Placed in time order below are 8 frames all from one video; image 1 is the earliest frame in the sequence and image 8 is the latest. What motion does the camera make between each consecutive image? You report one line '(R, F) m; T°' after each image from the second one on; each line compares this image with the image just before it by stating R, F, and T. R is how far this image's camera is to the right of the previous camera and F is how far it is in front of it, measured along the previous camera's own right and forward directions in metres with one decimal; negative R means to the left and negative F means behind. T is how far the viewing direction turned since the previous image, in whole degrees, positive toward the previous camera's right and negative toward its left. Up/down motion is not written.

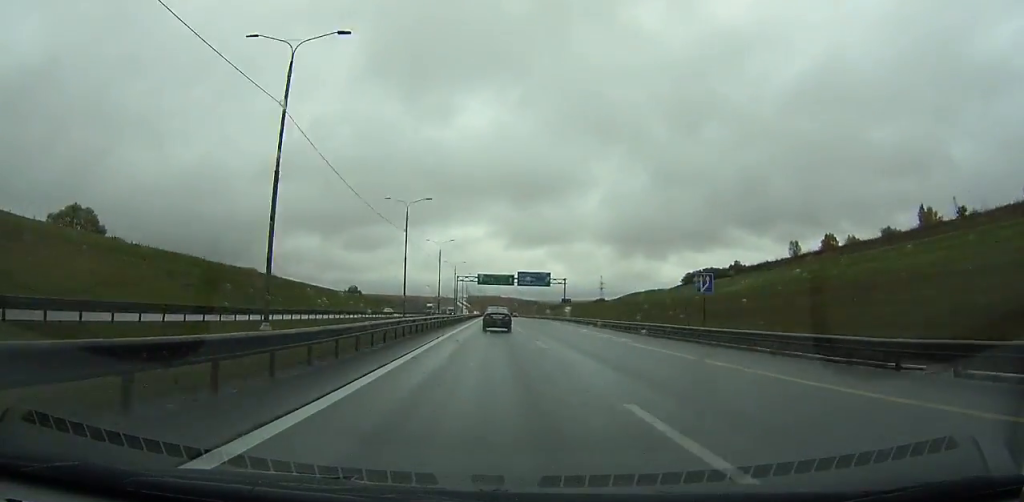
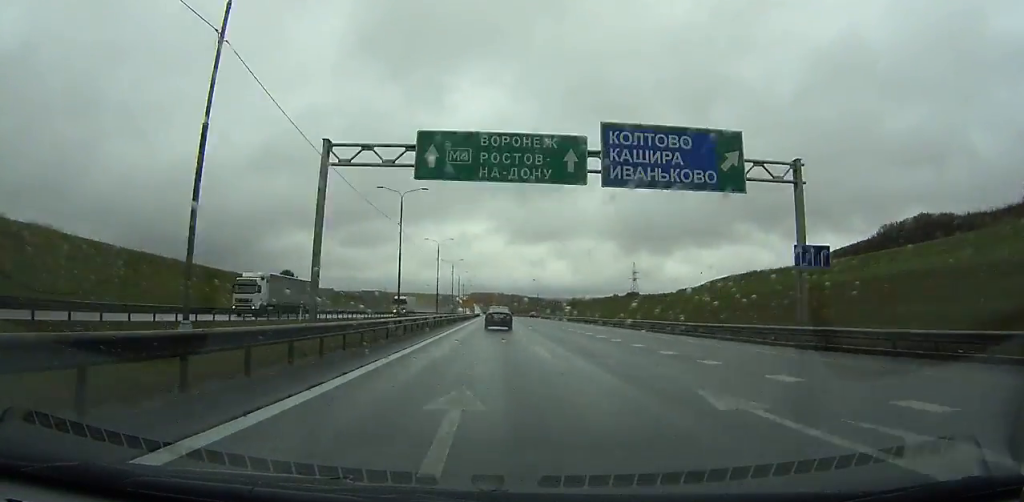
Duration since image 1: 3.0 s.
(+0.4, +82.9) m; 0°
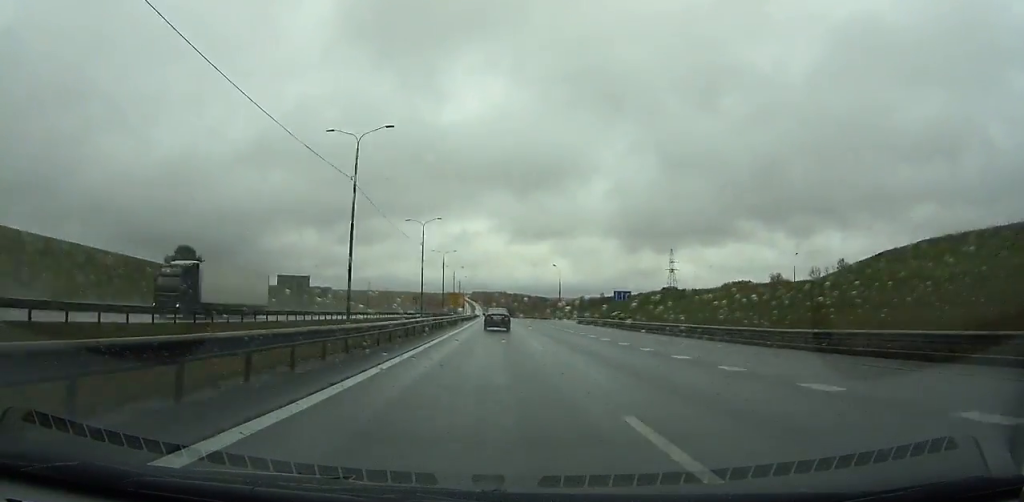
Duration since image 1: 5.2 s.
(-0.1, +61.1) m; 0°
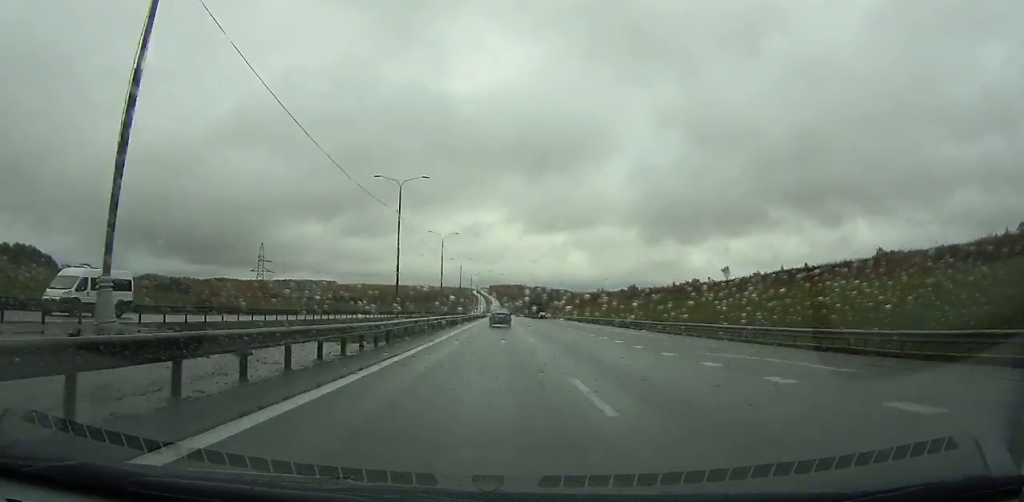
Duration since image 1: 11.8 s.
(-2.1, +187.4) m; -1°
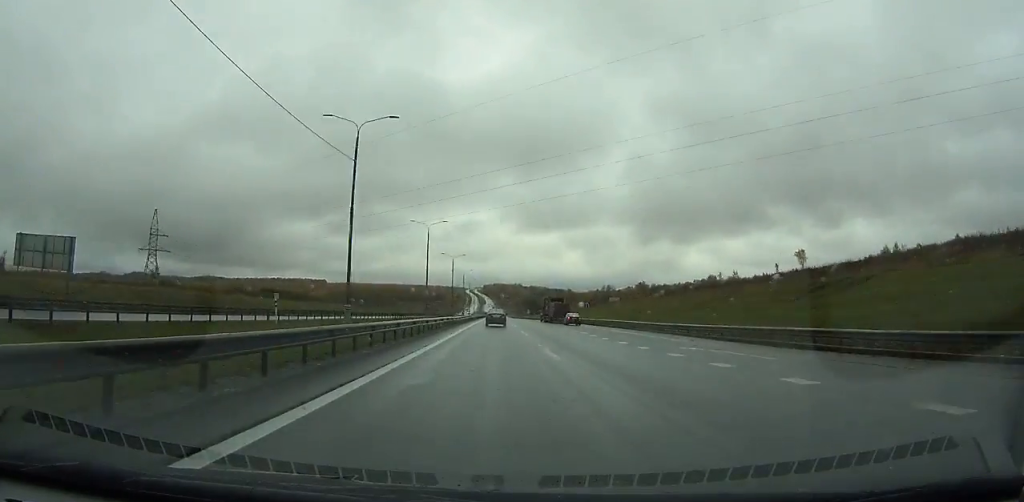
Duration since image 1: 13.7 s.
(-0.1, +55.9) m; 0°
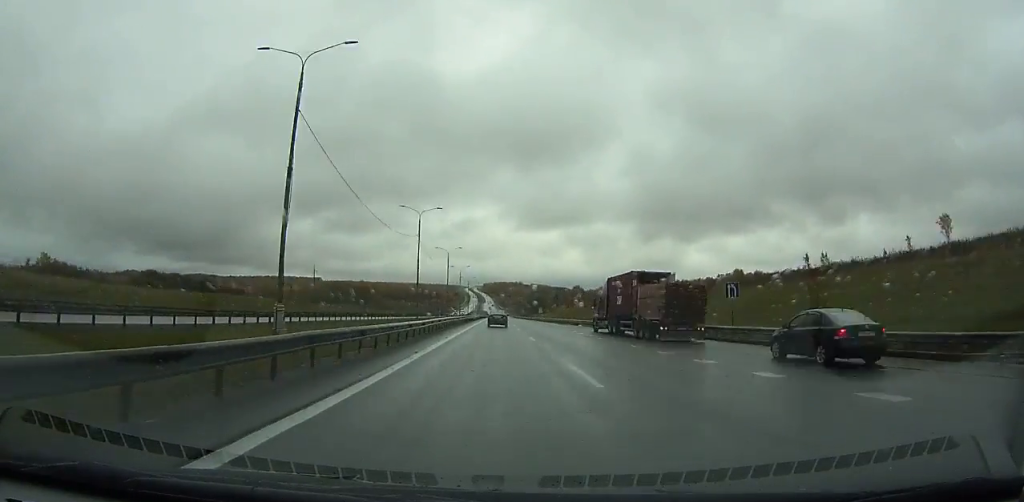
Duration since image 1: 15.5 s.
(+0.2, +54.0) m; 0°
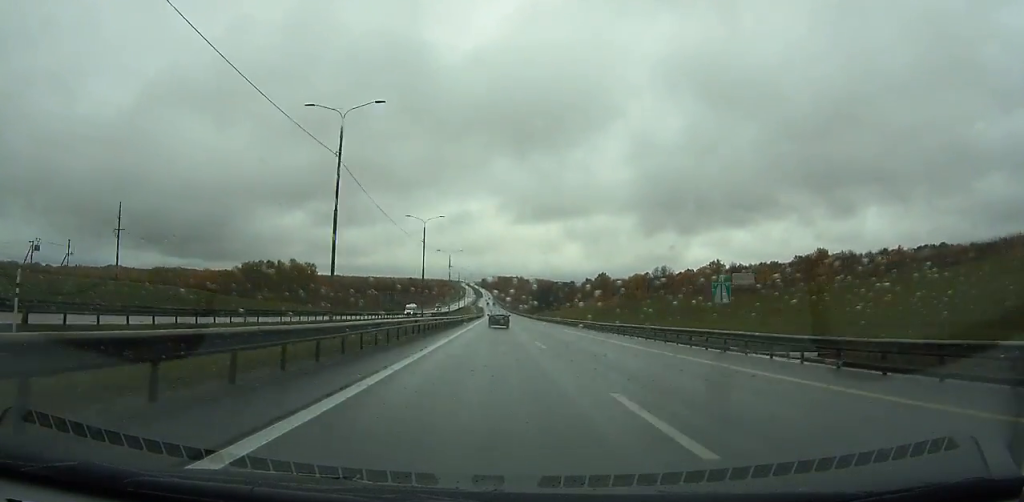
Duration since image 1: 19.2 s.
(0.0, +114.3) m; 0°
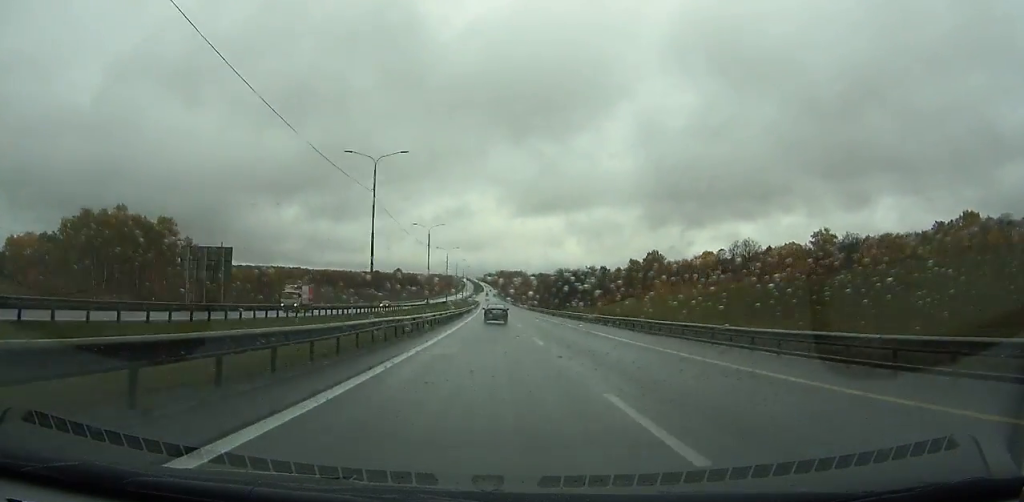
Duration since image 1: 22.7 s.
(+0.1, +111.2) m; 0°
